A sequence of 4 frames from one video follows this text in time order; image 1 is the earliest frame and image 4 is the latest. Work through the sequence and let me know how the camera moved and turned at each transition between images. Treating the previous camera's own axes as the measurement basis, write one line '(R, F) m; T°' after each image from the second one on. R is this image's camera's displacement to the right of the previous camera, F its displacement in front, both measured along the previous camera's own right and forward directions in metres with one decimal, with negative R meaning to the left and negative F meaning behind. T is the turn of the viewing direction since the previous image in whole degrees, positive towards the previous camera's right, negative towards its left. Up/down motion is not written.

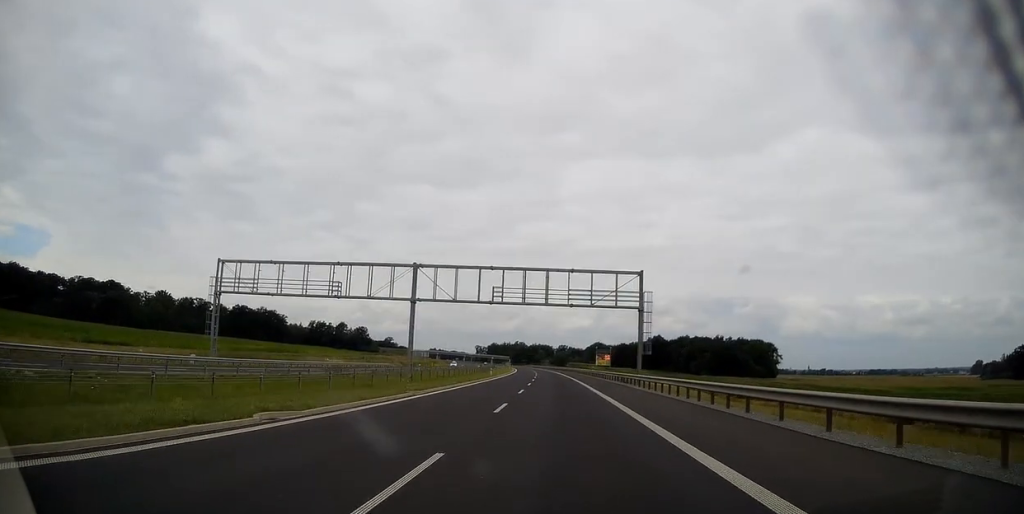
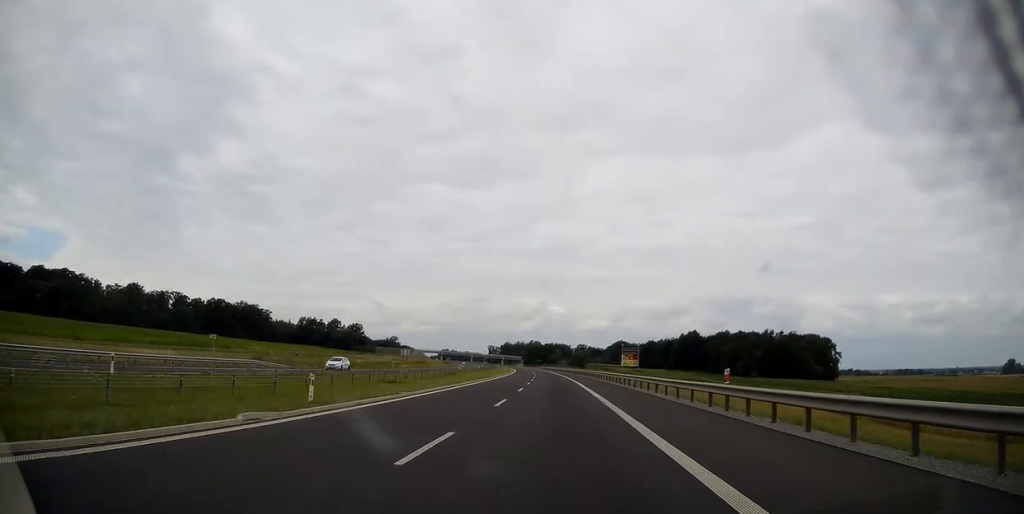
(-0.7, +57.3) m; -2°
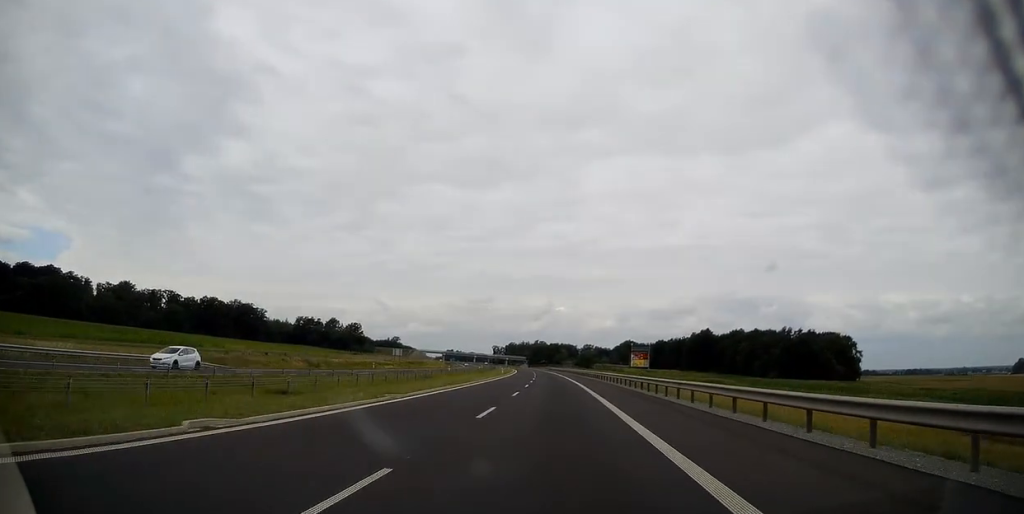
(-0.1, +16.4) m; -1°
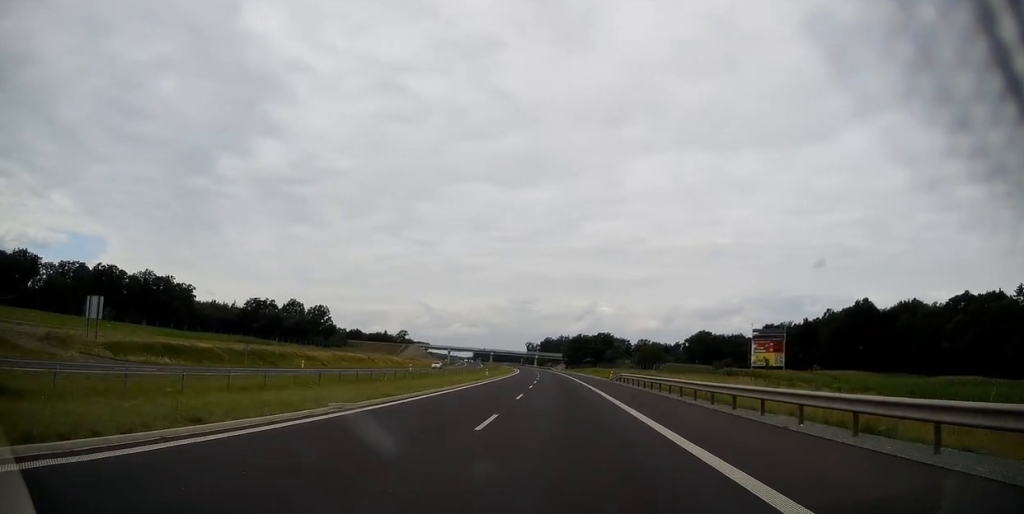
(-4.4, +135.5) m; -4°
